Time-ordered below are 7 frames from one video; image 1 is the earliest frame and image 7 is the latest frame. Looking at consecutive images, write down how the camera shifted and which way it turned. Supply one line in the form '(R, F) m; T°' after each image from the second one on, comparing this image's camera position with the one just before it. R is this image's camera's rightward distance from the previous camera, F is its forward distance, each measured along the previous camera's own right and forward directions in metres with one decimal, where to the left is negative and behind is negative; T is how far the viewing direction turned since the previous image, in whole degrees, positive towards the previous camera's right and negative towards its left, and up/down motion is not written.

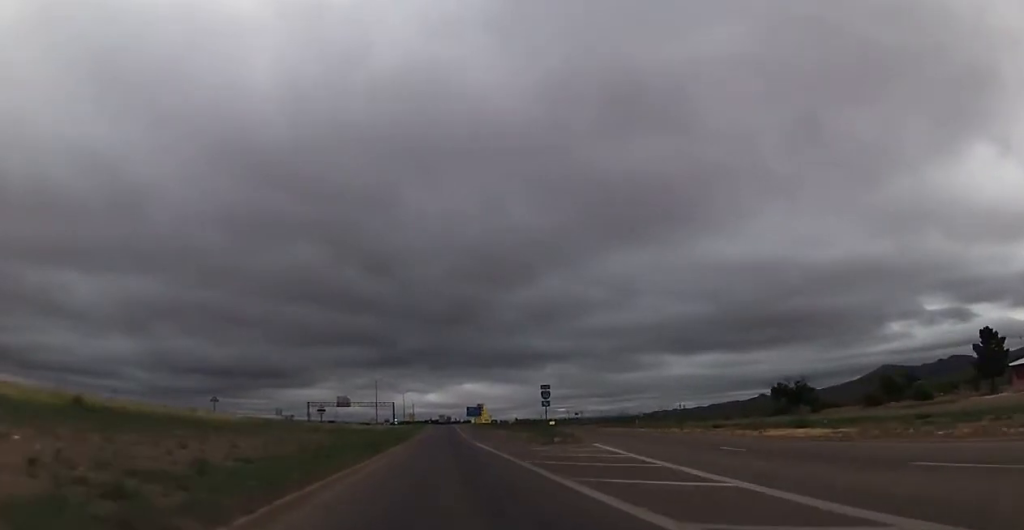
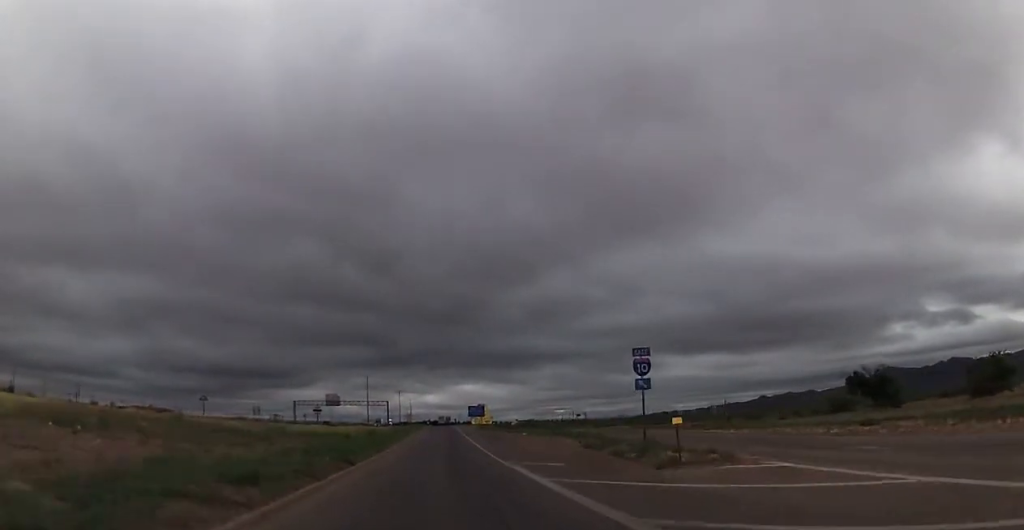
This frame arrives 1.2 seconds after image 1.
(+0.1, +20.9) m; 0°
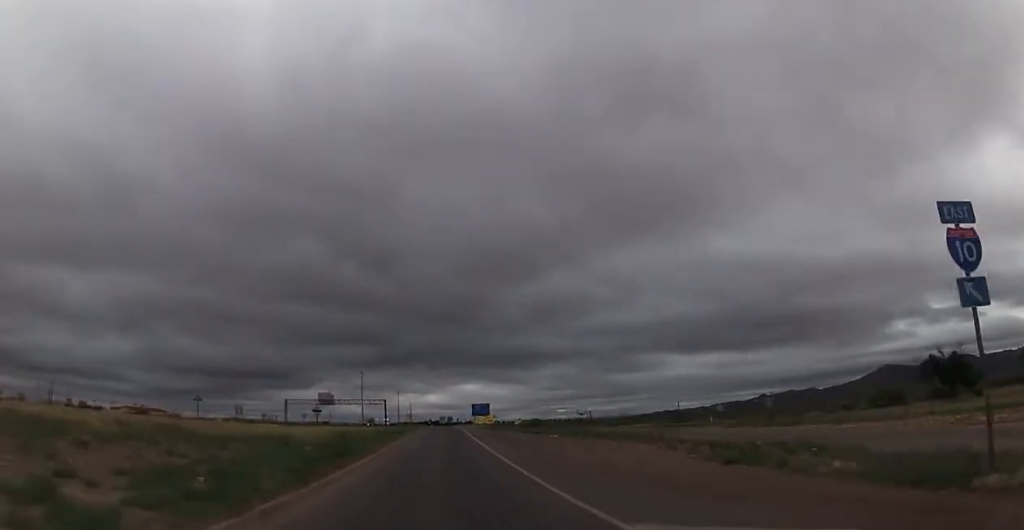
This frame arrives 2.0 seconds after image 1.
(0.0, +14.8) m; 0°
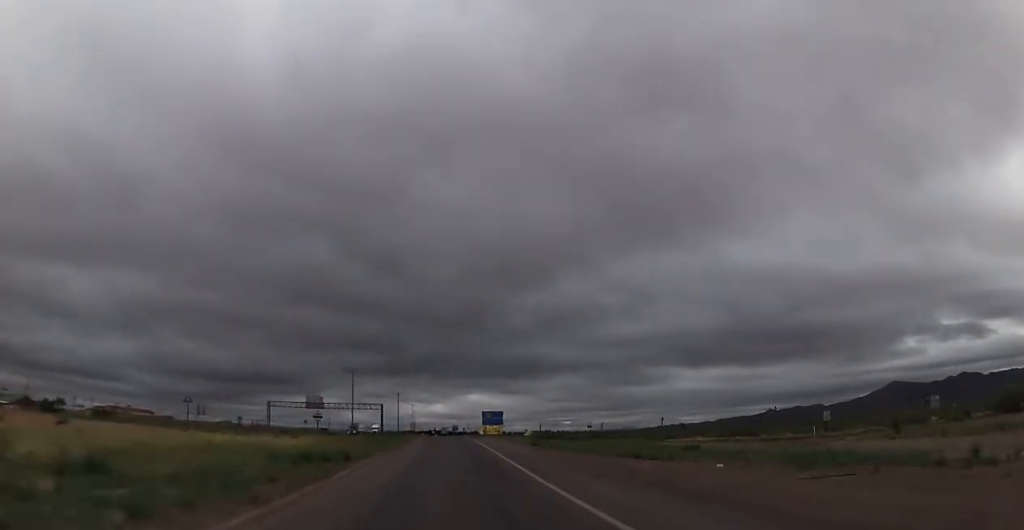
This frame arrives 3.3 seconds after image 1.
(-0.4, +25.9) m; -1°
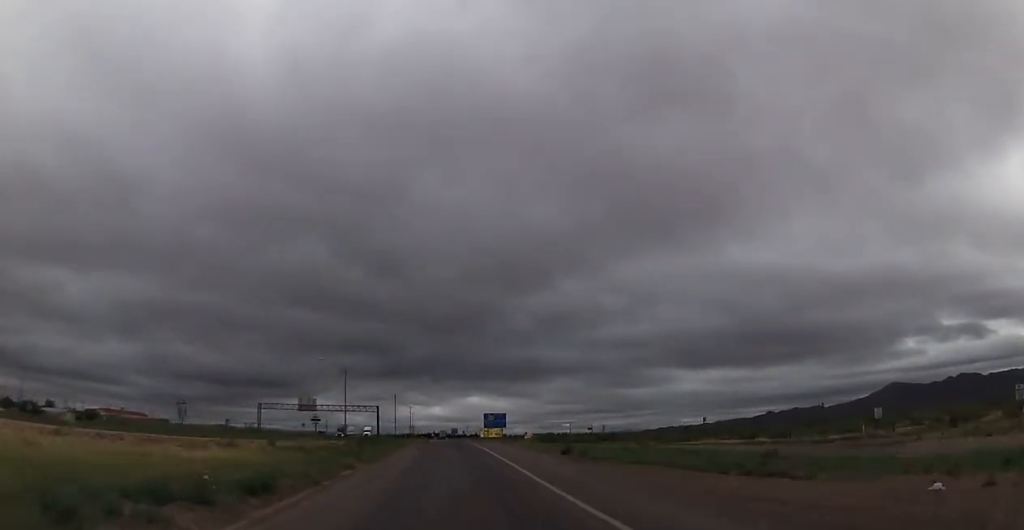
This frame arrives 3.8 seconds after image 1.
(0.0, +9.0) m; +1°
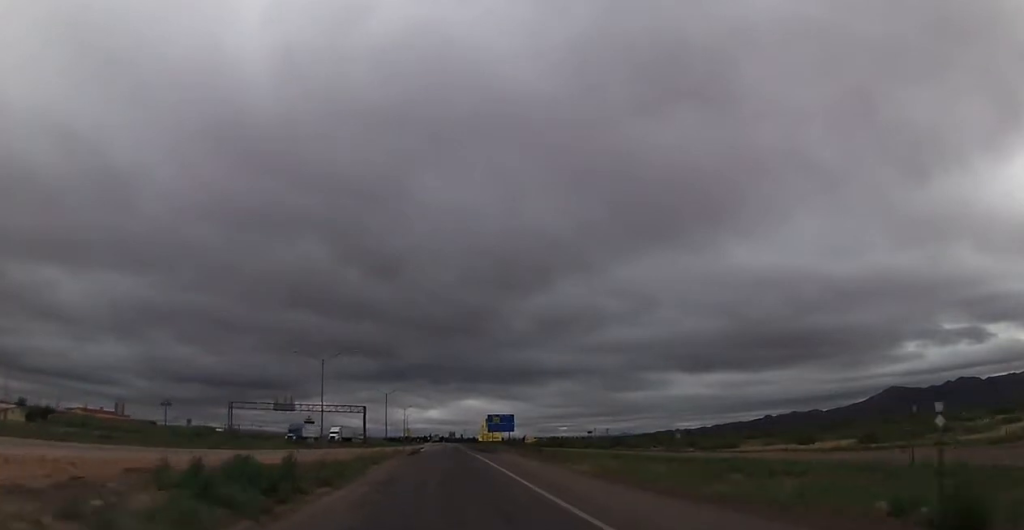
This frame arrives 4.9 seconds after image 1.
(+0.4, +22.0) m; +1°
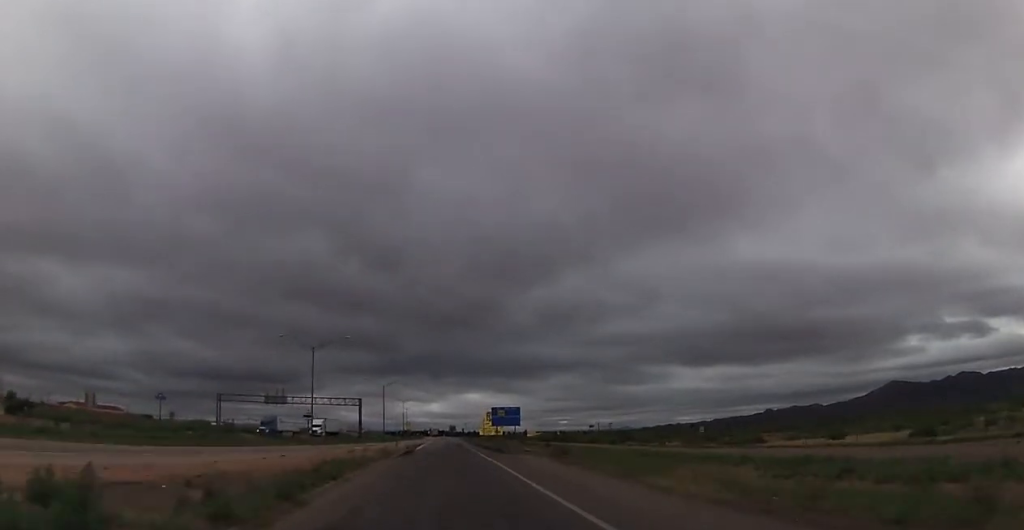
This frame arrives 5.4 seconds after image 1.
(+0.2, +8.5) m; 0°
